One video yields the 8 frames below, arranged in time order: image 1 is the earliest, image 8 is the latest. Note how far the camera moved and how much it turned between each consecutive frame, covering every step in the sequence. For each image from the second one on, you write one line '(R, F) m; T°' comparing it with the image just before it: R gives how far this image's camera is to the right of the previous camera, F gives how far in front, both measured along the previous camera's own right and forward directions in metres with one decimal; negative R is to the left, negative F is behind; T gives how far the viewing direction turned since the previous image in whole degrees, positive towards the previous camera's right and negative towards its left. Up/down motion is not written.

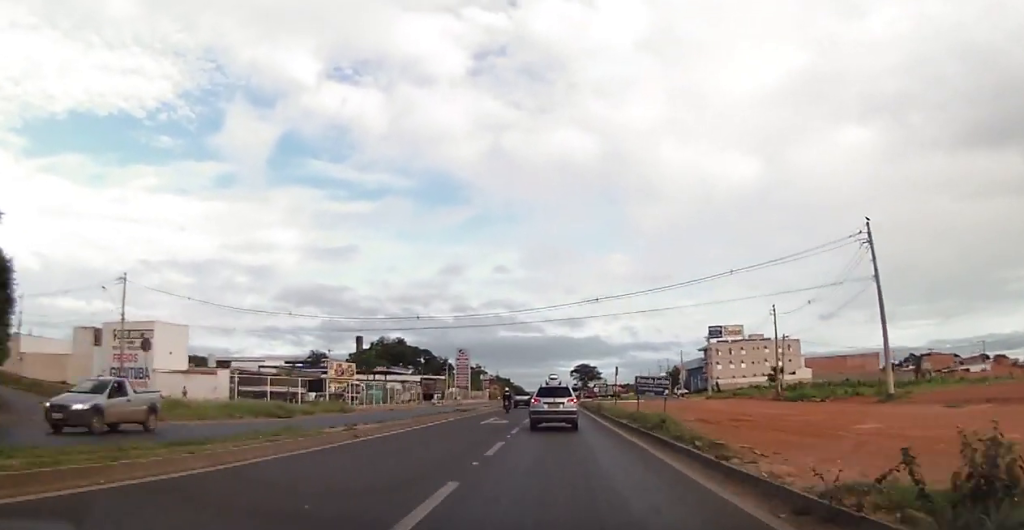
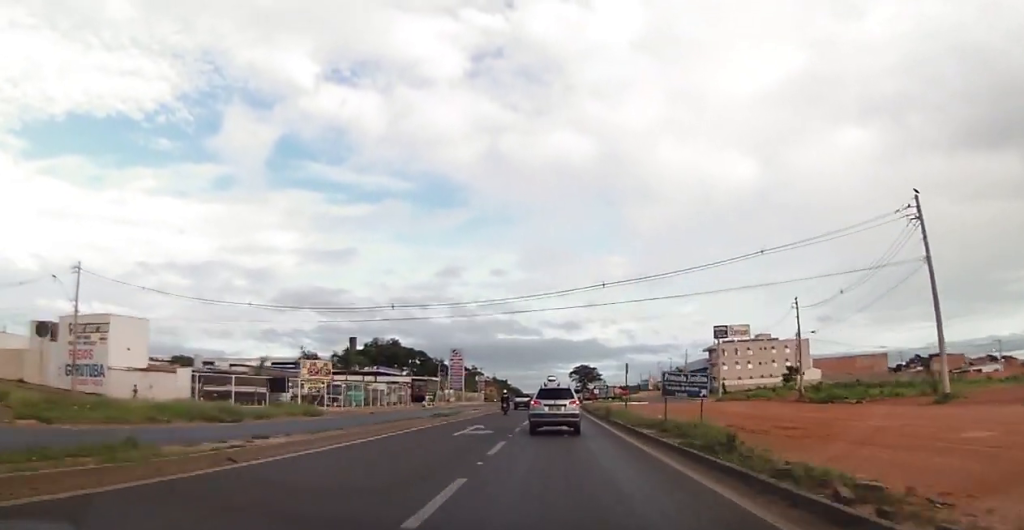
(-0.3, +7.2) m; +1°
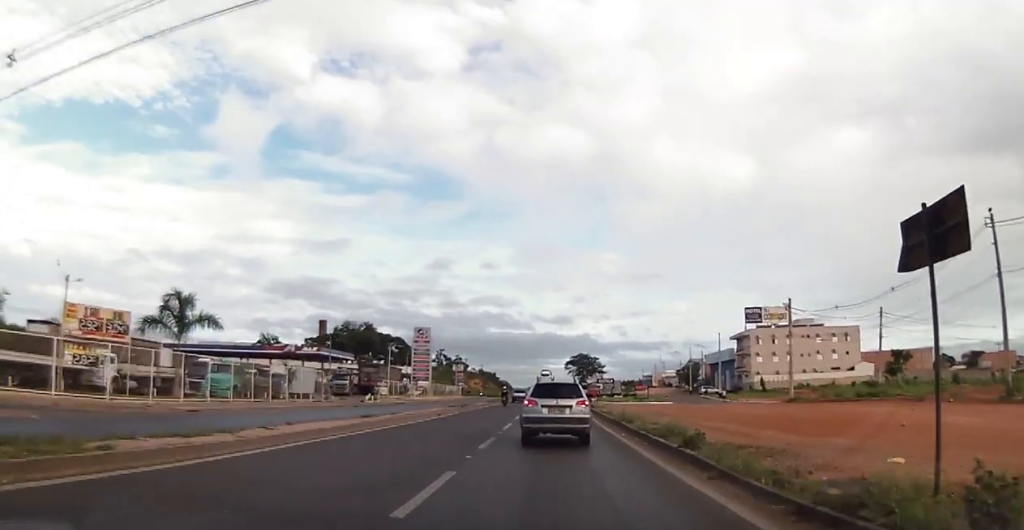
(+1.1, +31.9) m; +3°
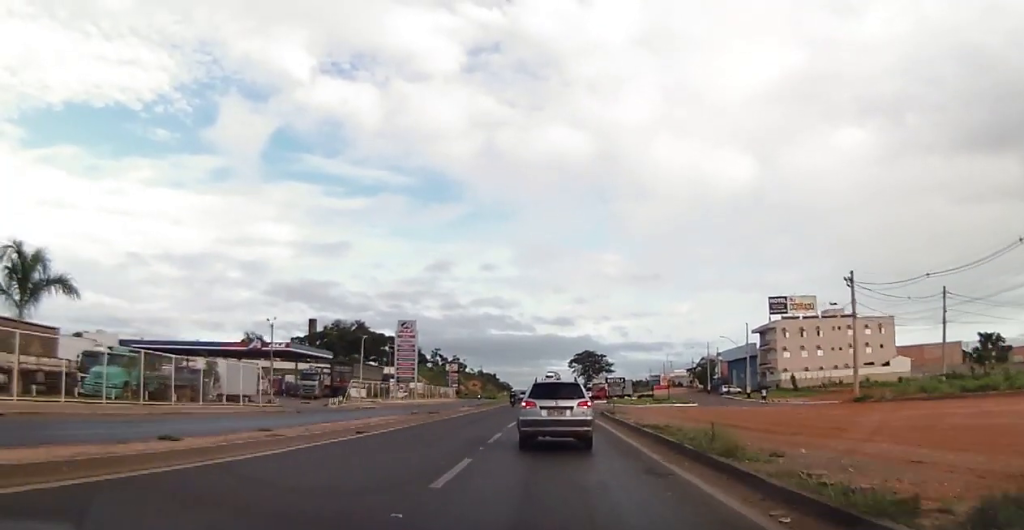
(+0.3, +13.9) m; -1°
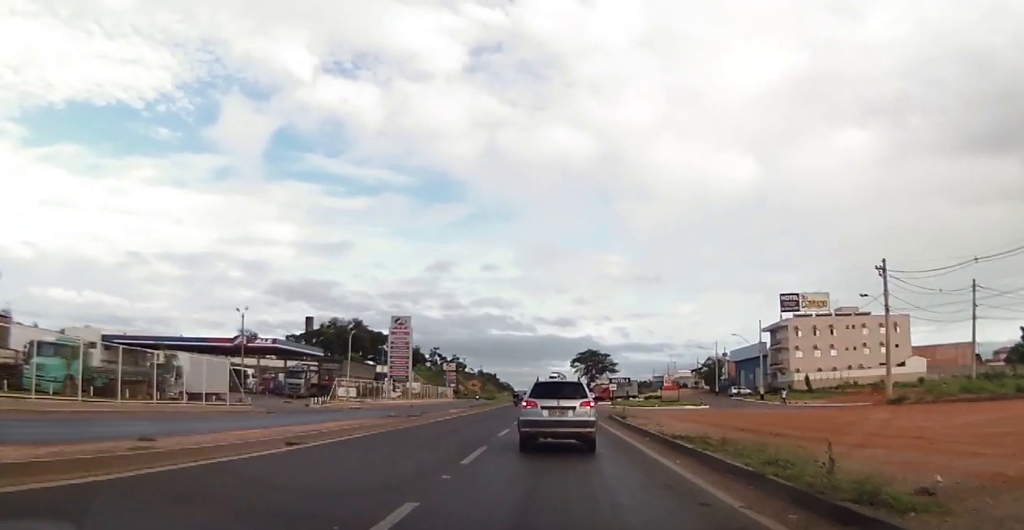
(-0.2, +5.1) m; -1°
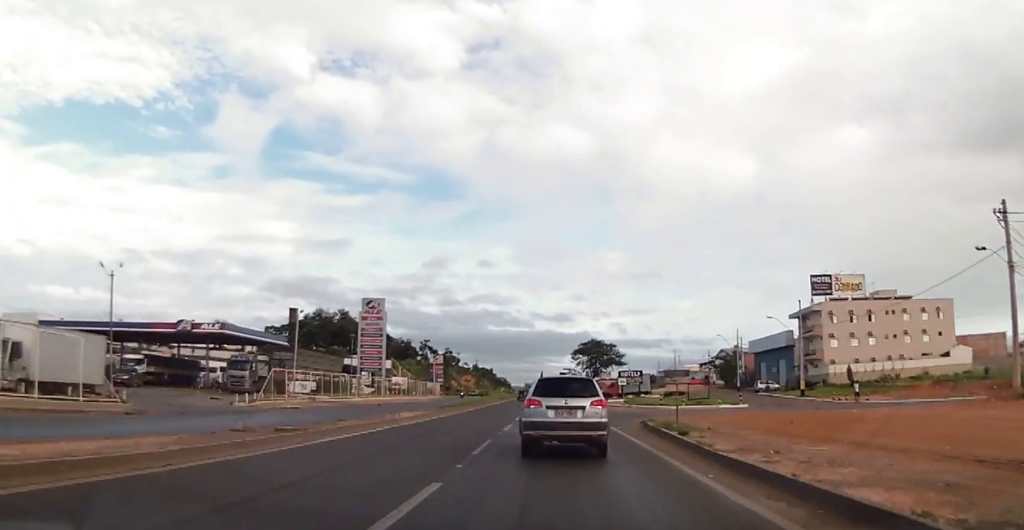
(-0.2, +14.4) m; 0°
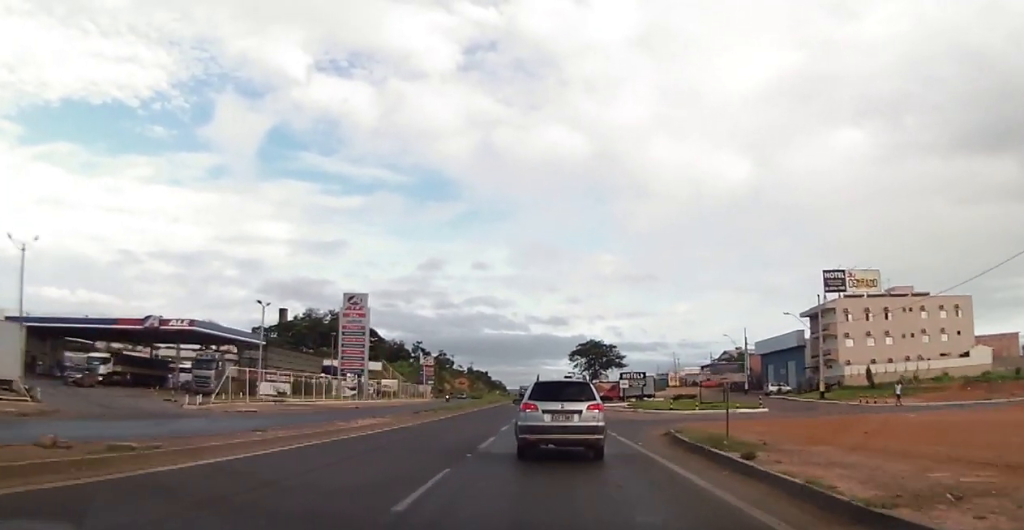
(0.0, +6.2) m; 0°
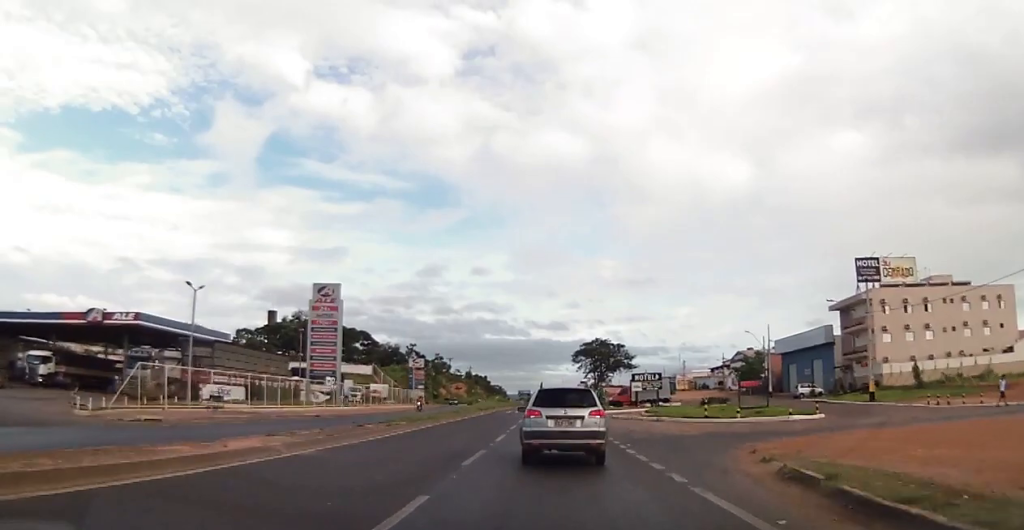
(0.0, +10.4) m; -1°
